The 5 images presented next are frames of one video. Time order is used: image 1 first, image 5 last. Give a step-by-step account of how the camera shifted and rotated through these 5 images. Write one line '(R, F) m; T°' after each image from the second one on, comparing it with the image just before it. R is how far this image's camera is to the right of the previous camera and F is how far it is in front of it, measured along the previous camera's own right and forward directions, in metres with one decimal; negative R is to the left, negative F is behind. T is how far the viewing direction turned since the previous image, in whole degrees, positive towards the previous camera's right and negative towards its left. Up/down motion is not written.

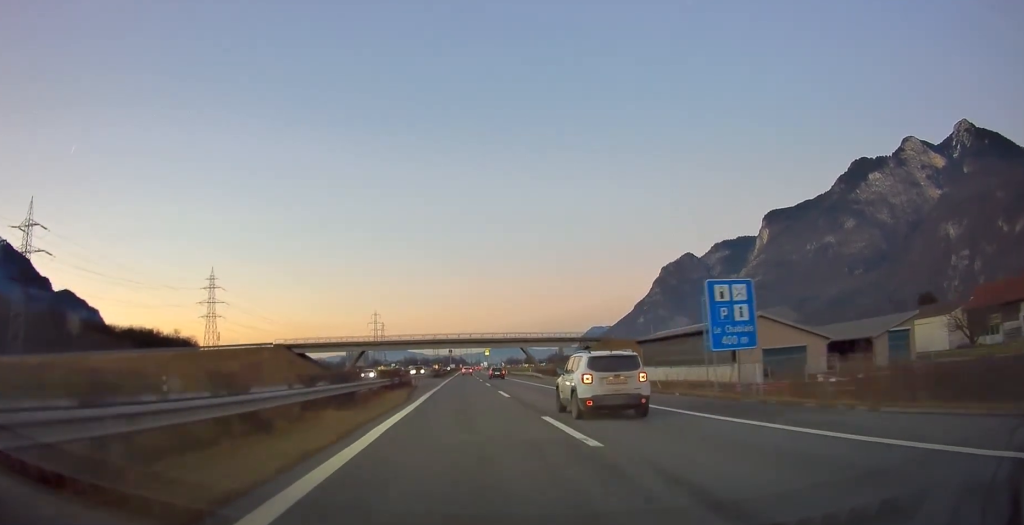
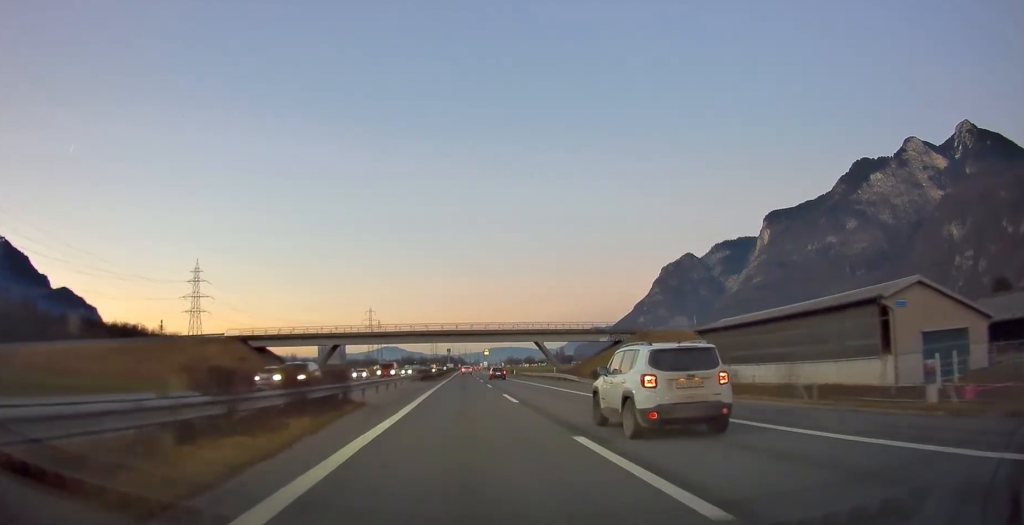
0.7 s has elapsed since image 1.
(0.0, +21.3) m; 0°
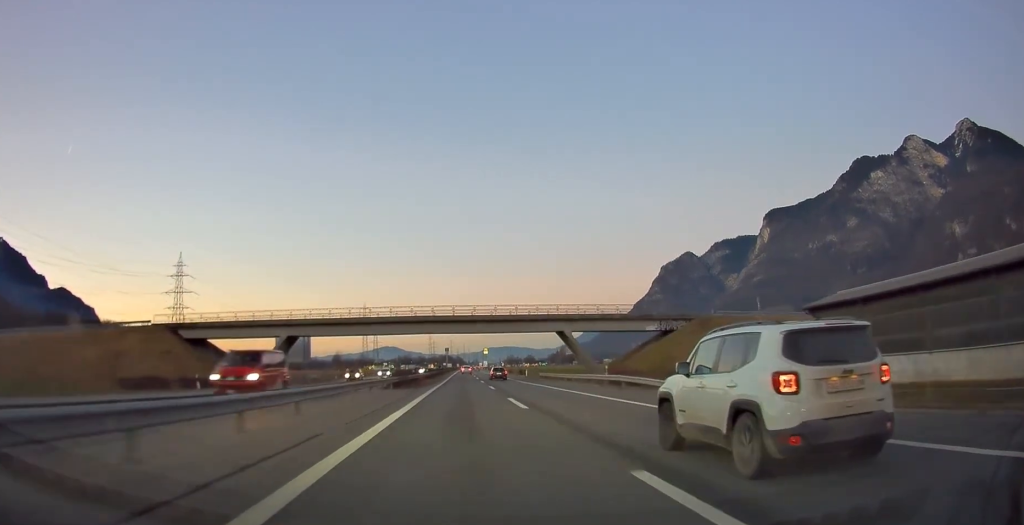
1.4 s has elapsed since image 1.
(-0.1, +21.8) m; 0°
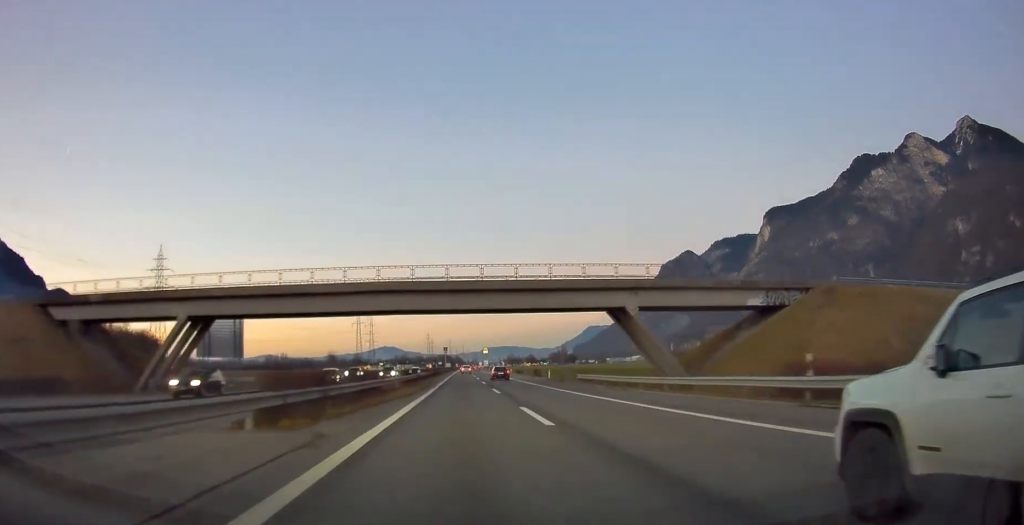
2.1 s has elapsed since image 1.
(0.0, +23.2) m; 0°
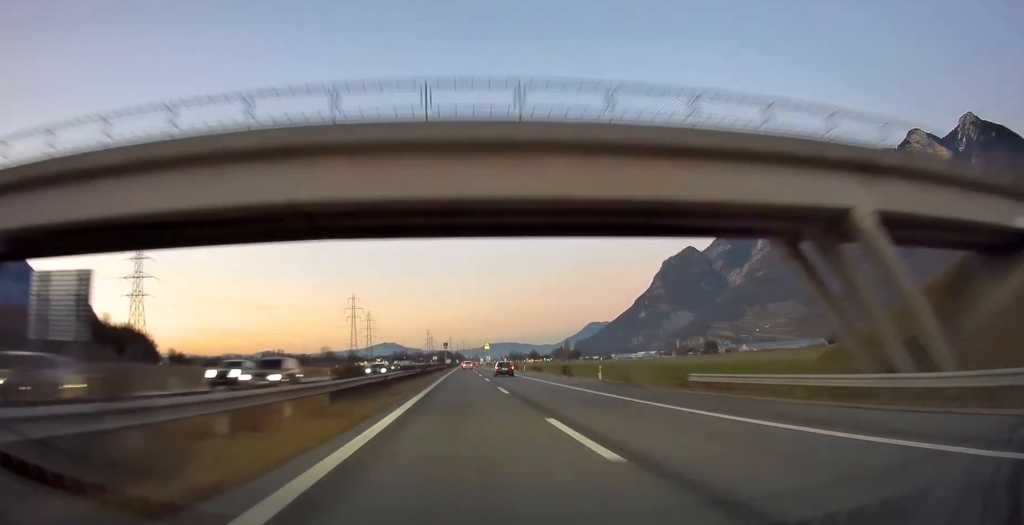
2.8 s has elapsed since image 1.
(+0.1, +22.5) m; 0°
